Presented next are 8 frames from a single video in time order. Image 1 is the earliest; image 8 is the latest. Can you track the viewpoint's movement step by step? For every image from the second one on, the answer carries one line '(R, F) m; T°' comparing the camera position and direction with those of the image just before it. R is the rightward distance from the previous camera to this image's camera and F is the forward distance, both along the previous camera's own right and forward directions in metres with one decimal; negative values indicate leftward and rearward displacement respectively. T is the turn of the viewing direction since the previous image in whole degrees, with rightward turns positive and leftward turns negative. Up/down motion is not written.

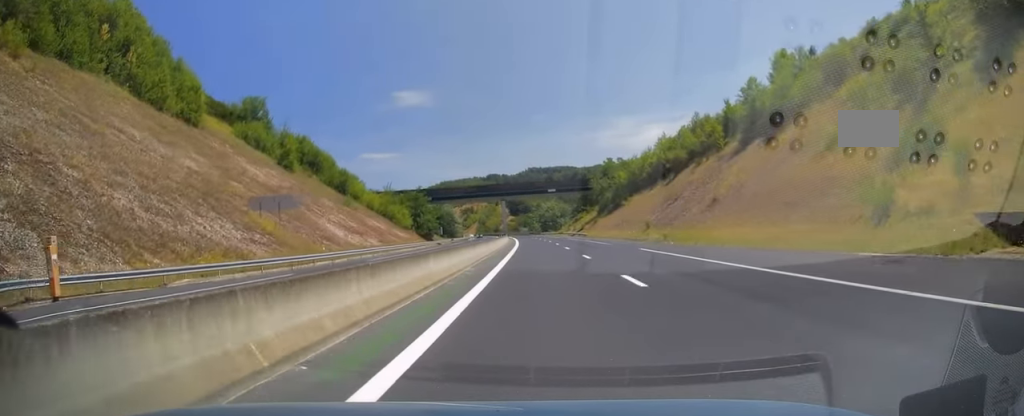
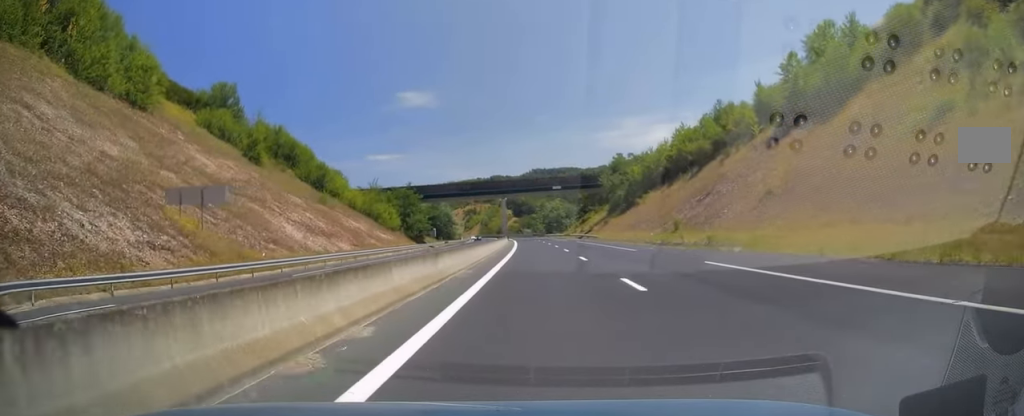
(-0.1, +13.4) m; 0°
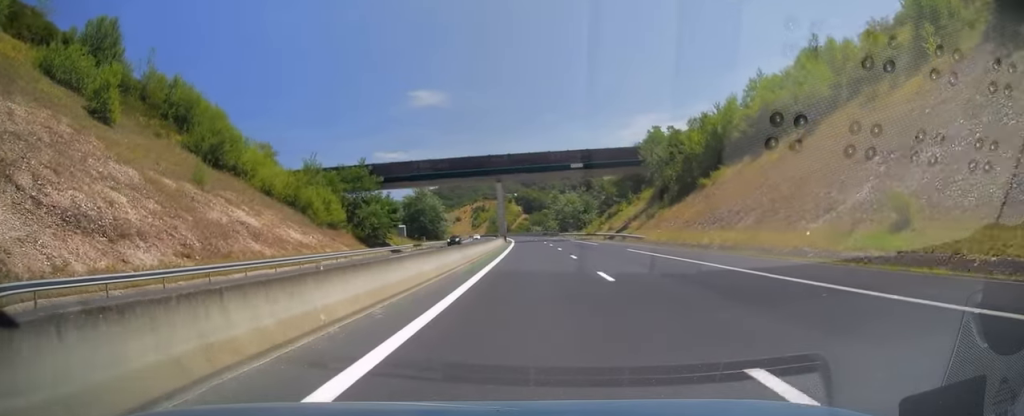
(-0.4, +36.4) m; -1°
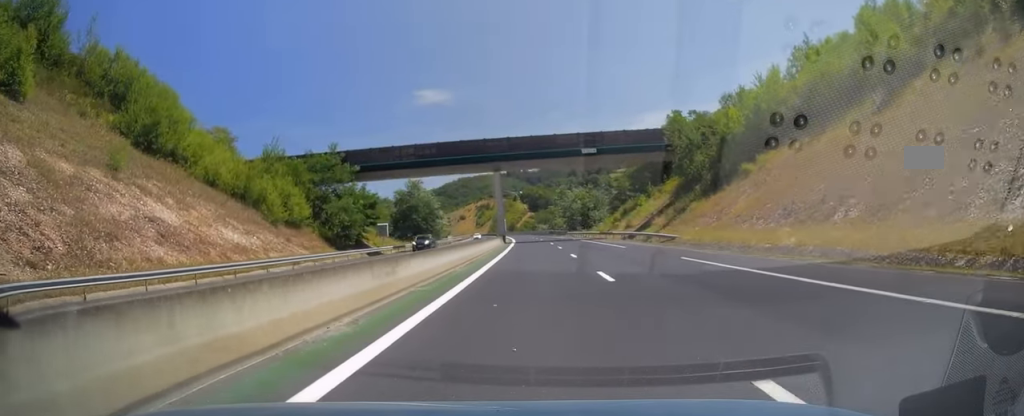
(+0.1, +13.3) m; -1°
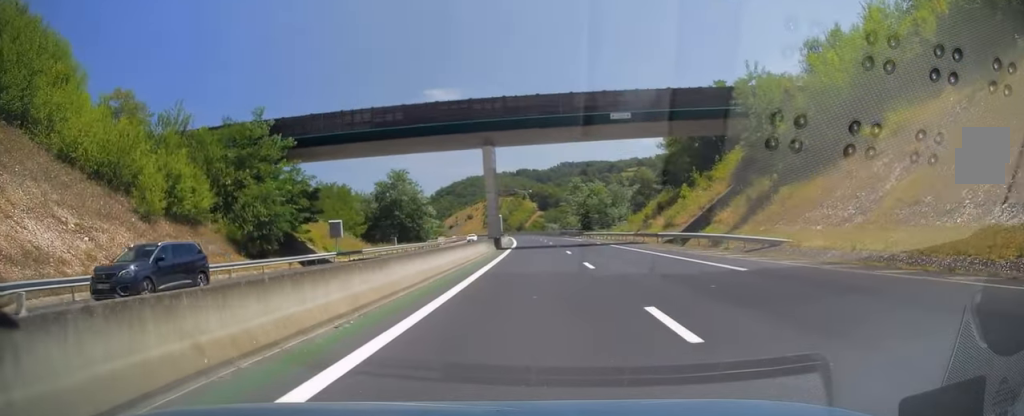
(-0.4, +20.8) m; -1°
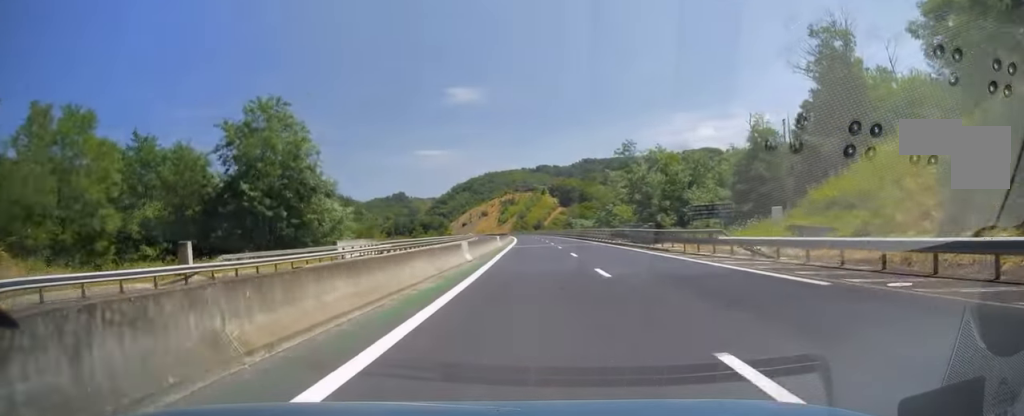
(-0.5, +55.7) m; -2°
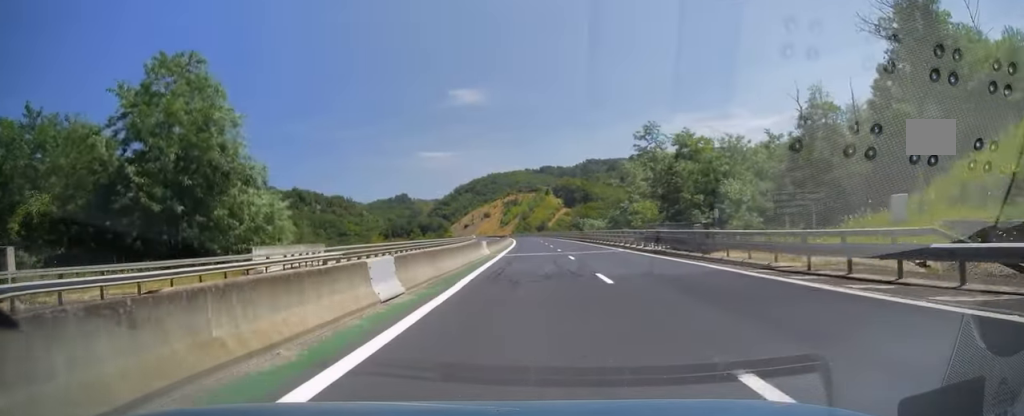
(-0.3, +14.0) m; -1°
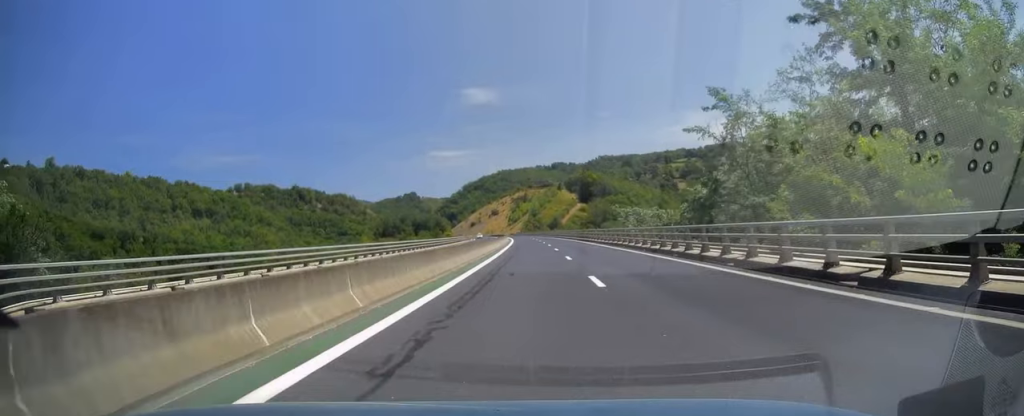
(-0.9, +40.3) m; -1°
